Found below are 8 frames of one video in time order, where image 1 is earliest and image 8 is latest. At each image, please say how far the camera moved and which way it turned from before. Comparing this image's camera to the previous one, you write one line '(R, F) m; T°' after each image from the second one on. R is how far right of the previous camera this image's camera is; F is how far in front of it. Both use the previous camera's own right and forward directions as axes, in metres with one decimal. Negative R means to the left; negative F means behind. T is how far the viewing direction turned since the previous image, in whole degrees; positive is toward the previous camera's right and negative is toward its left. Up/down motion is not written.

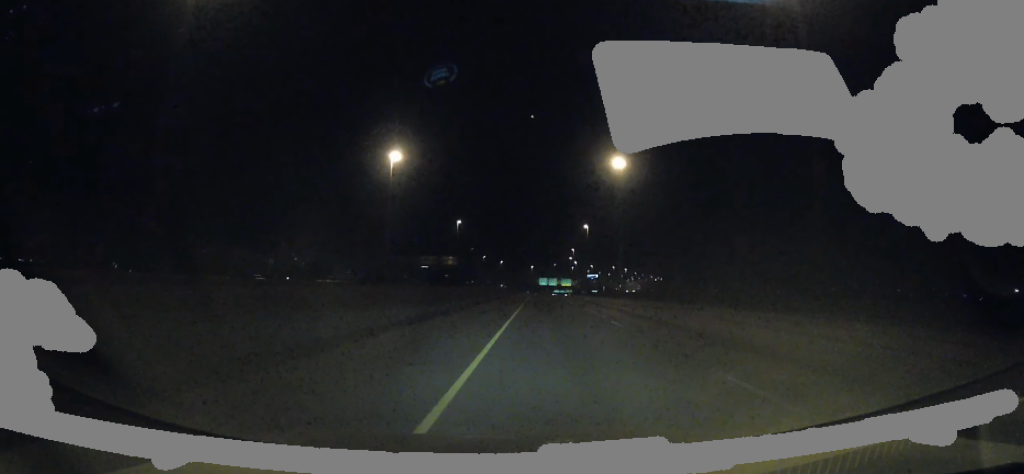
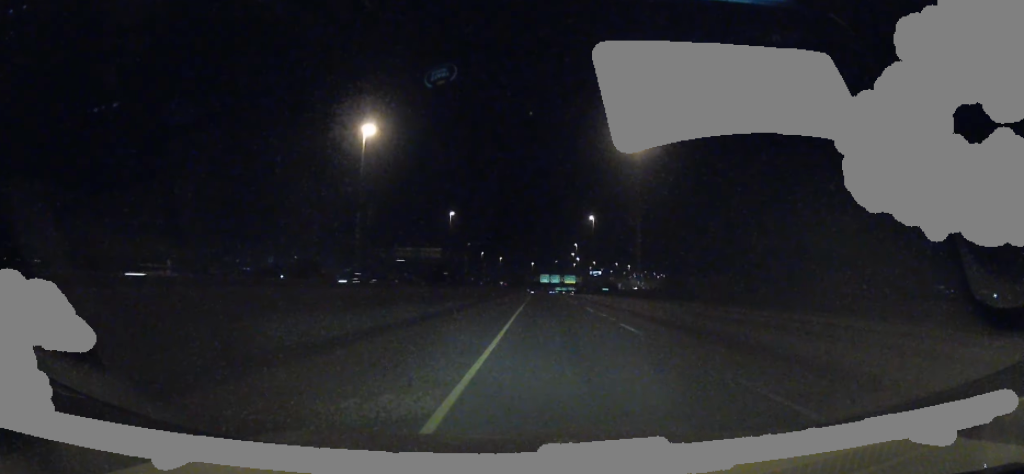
(0.0, +27.3) m; 0°
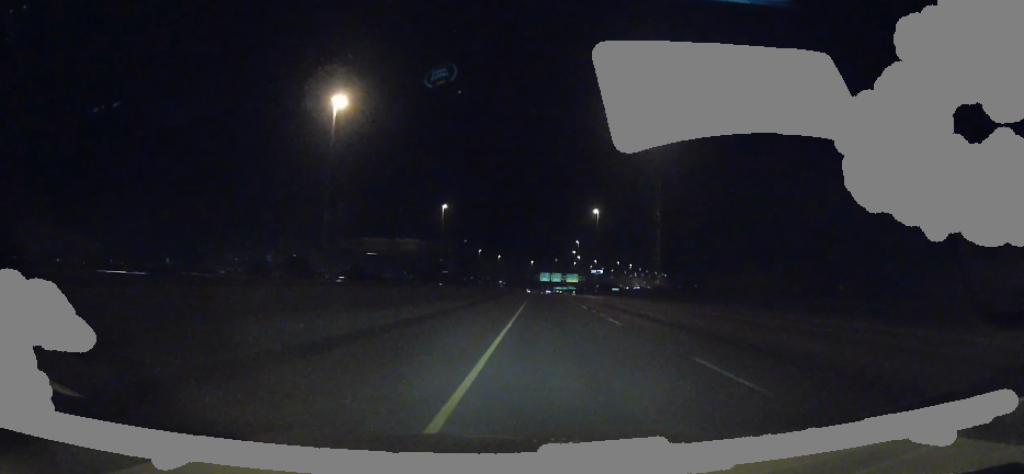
(+0.1, +20.5) m; 0°
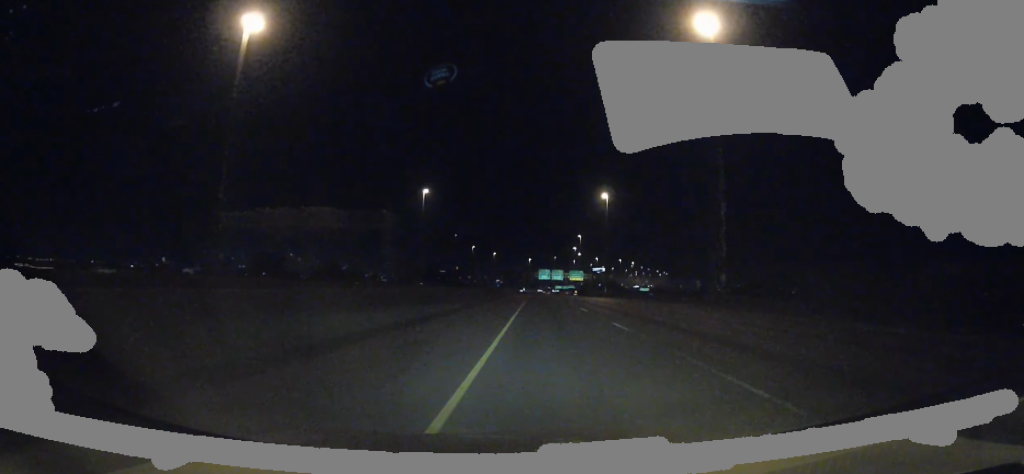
(+0.1, +39.1) m; 0°
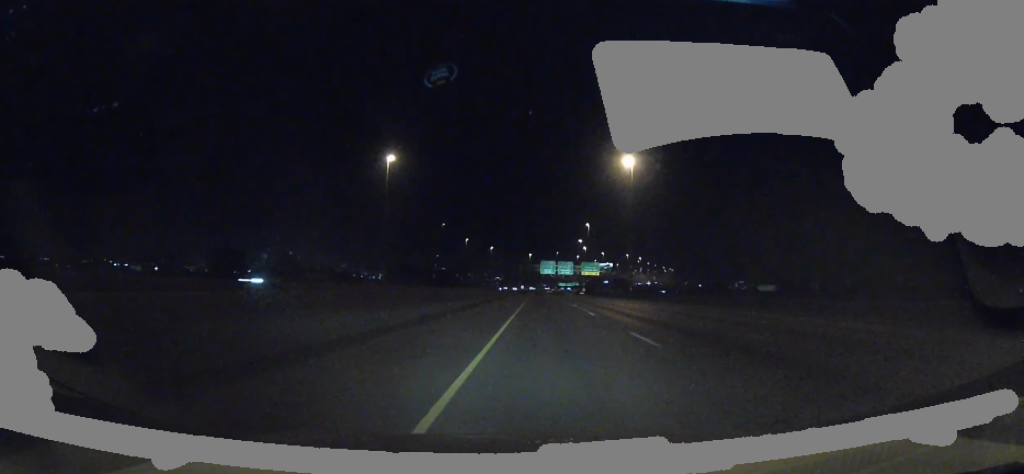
(-0.4, +53.8) m; 0°
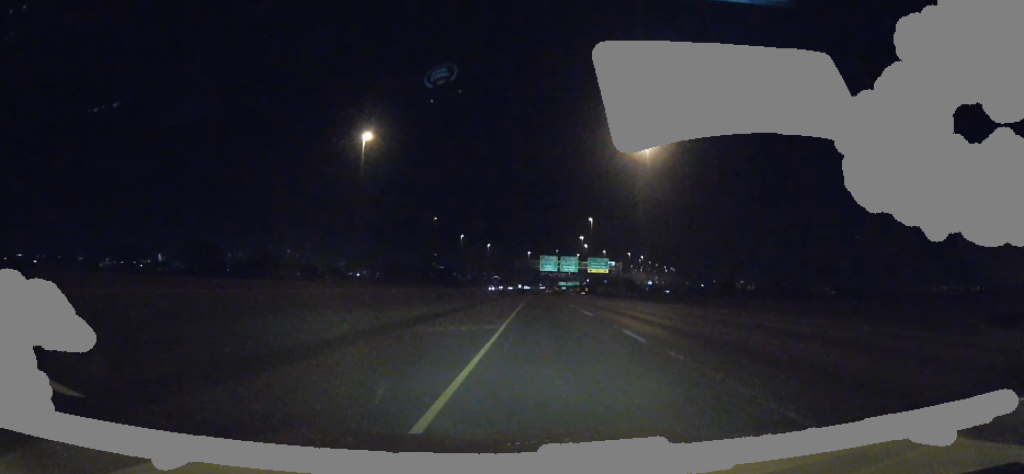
(0.0, +22.7) m; 0°
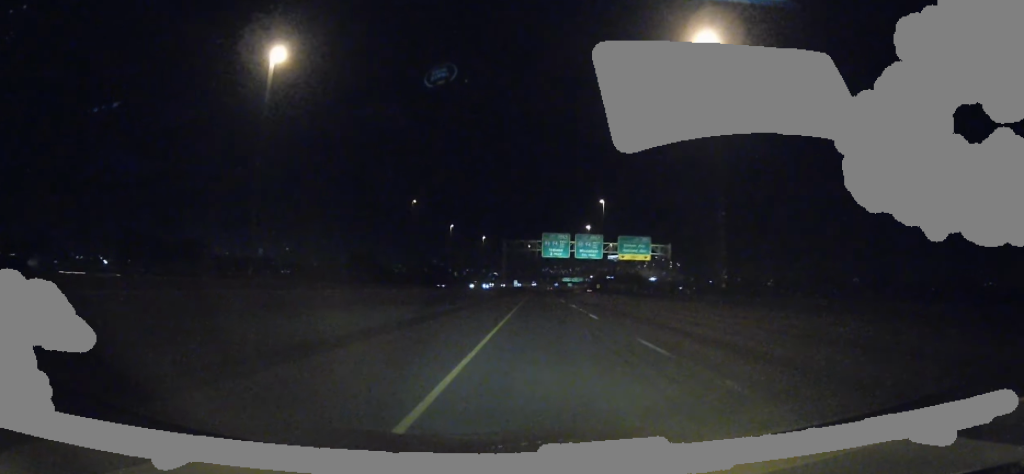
(+0.4, +52.3) m; 0°
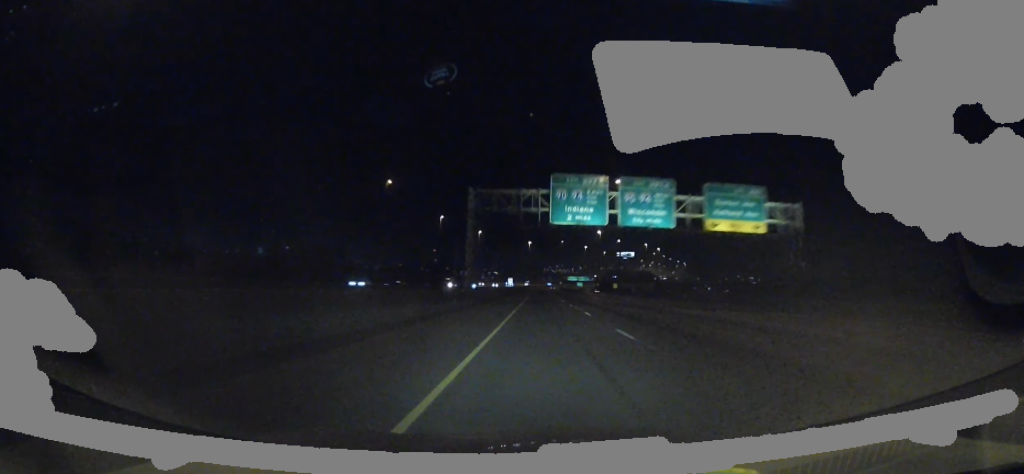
(-0.2, +45.5) m; 0°
